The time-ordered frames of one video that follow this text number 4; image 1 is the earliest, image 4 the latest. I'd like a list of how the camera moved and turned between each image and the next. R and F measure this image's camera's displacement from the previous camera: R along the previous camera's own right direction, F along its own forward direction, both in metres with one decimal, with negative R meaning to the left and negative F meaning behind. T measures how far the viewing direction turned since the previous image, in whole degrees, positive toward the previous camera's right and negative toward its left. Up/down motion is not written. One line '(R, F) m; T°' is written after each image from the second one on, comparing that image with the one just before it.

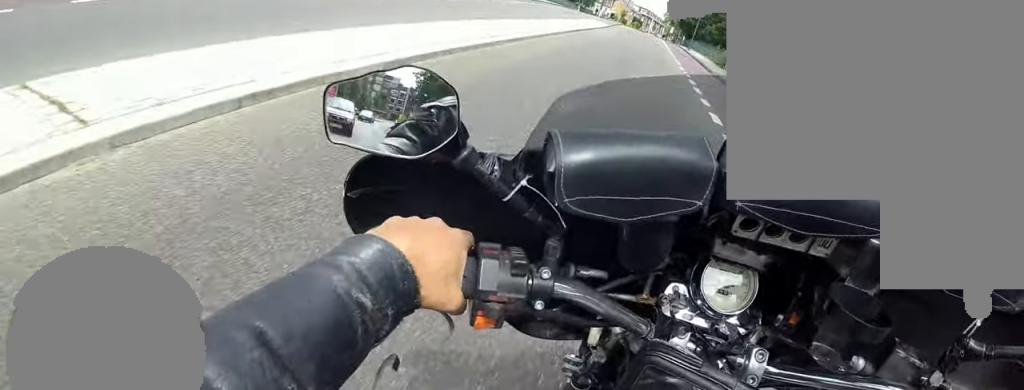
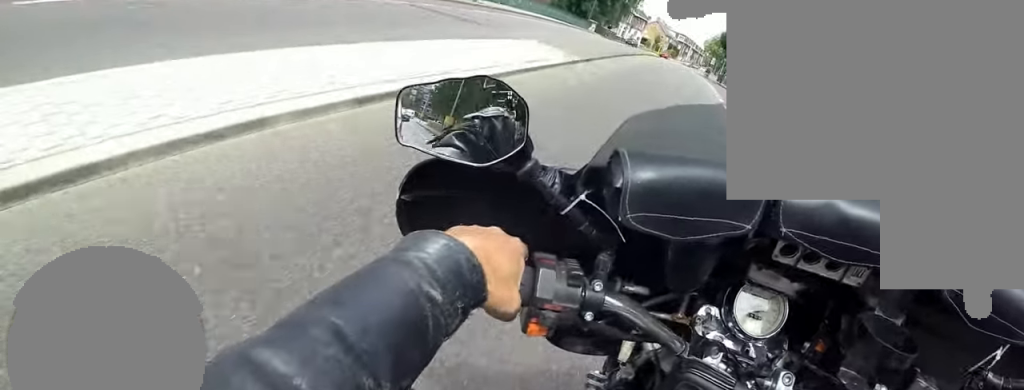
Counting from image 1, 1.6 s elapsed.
(-1.2, +23.7) m; -2°
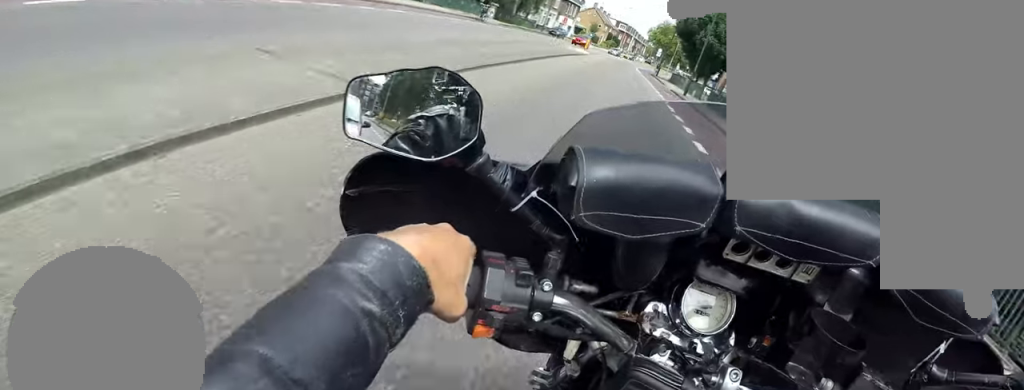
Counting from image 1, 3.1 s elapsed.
(+1.0, +21.1) m; +3°
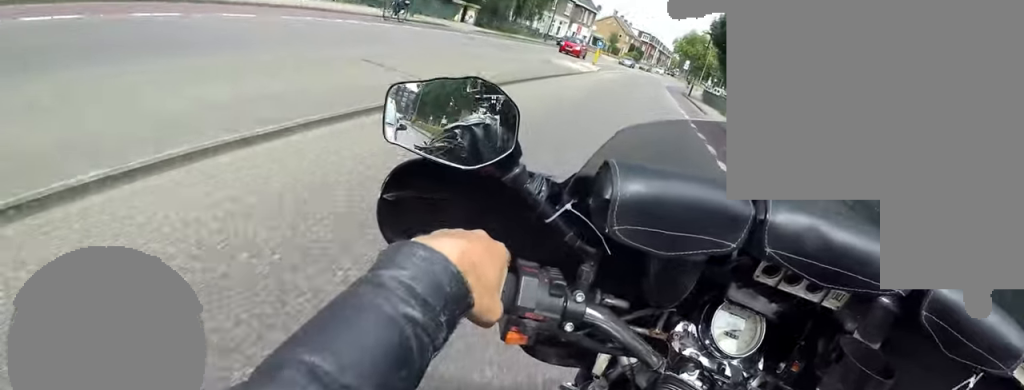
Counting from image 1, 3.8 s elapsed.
(-0.1, +10.6) m; 0°
